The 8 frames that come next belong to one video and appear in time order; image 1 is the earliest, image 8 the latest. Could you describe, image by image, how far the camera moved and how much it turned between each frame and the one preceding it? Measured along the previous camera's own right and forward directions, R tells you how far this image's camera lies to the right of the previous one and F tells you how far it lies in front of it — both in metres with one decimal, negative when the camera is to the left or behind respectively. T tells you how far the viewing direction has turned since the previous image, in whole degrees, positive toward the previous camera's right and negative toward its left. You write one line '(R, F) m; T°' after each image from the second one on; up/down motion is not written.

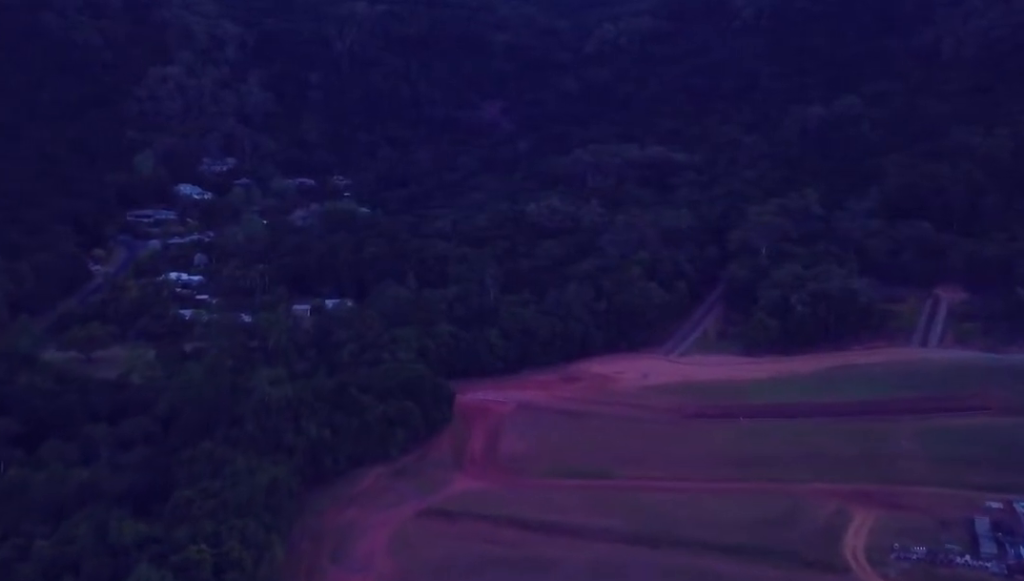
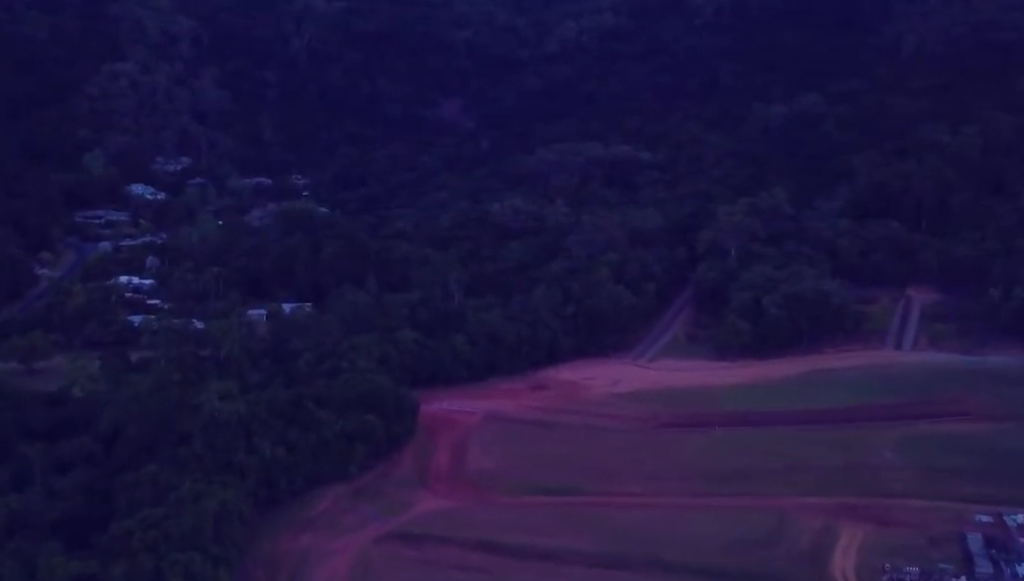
(0.0, +8.5) m; 0°
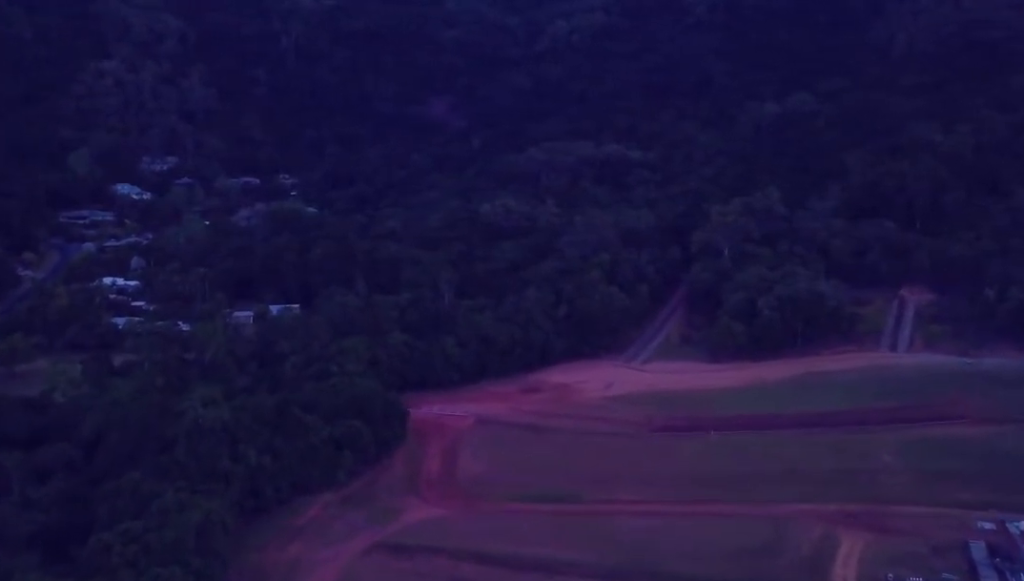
(0.0, +3.6) m; 0°
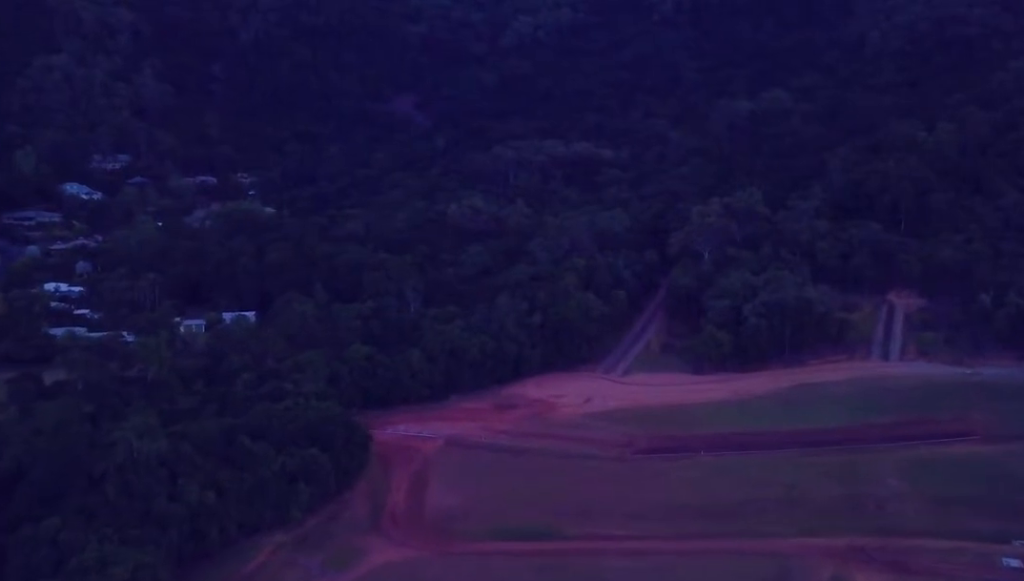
(0.0, +15.3) m; 0°
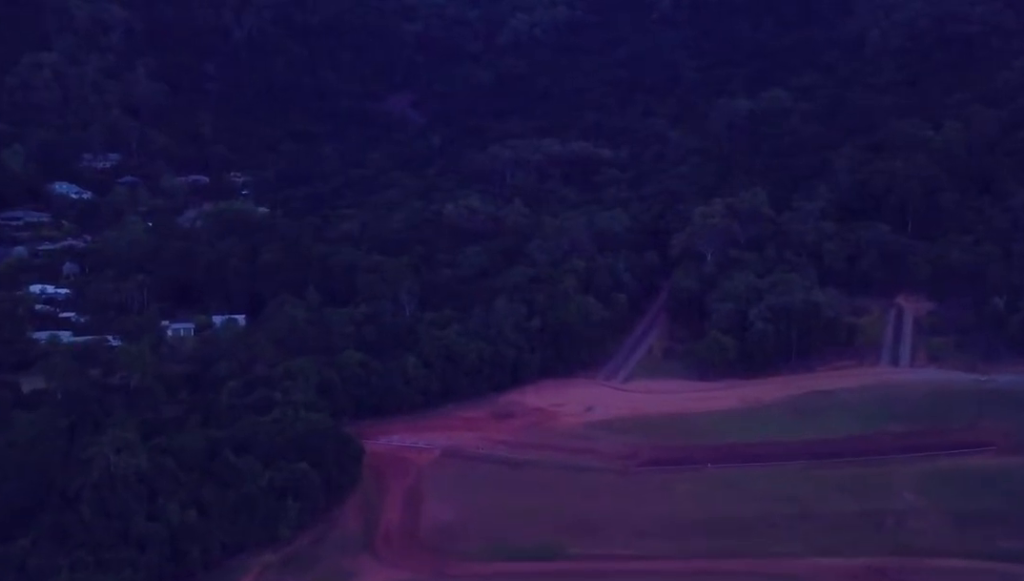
(0.0, +7.1) m; 0°
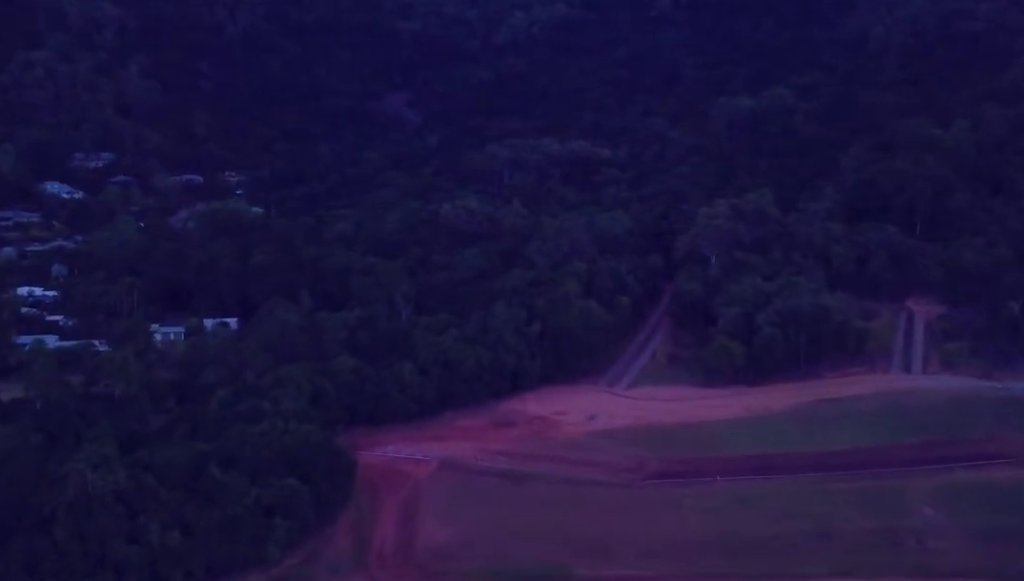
(0.0, +6.9) m; 0°
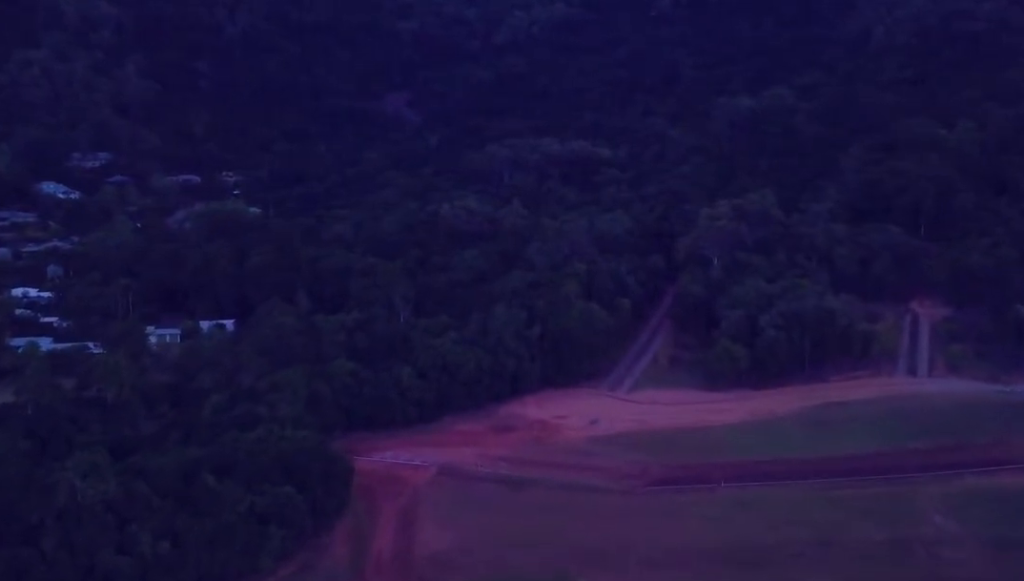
(0.0, +3.0) m; 0°
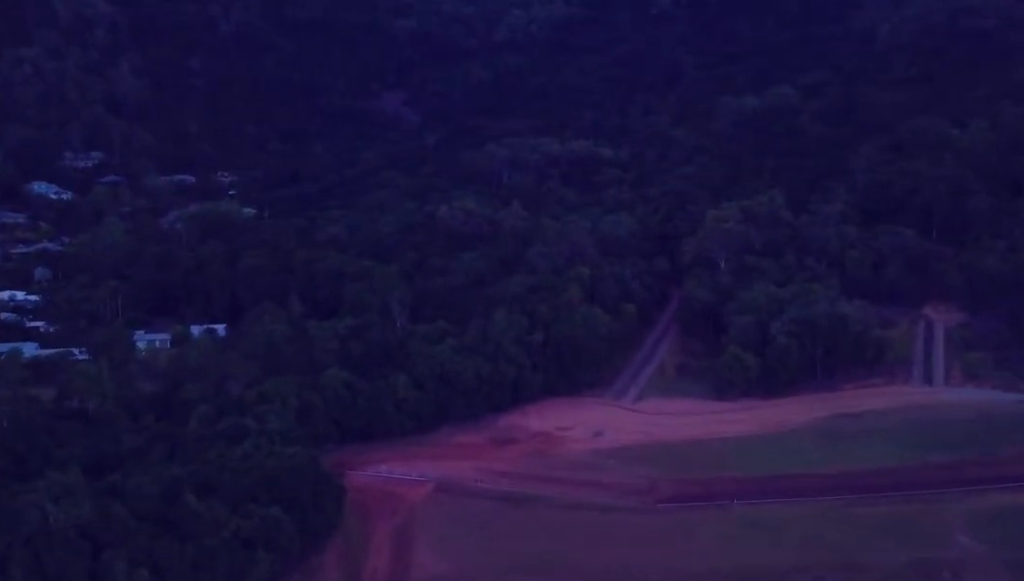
(0.0, +7.6) m; 0°
